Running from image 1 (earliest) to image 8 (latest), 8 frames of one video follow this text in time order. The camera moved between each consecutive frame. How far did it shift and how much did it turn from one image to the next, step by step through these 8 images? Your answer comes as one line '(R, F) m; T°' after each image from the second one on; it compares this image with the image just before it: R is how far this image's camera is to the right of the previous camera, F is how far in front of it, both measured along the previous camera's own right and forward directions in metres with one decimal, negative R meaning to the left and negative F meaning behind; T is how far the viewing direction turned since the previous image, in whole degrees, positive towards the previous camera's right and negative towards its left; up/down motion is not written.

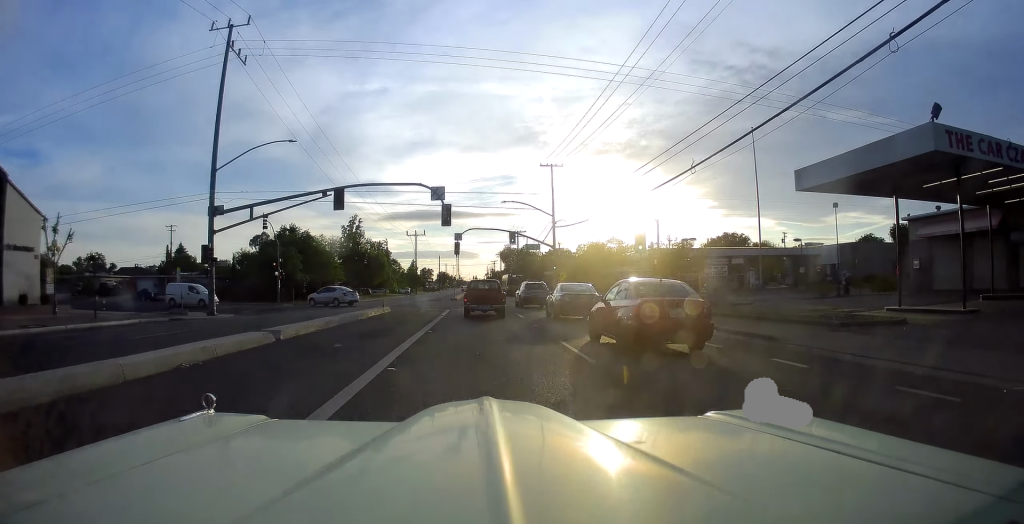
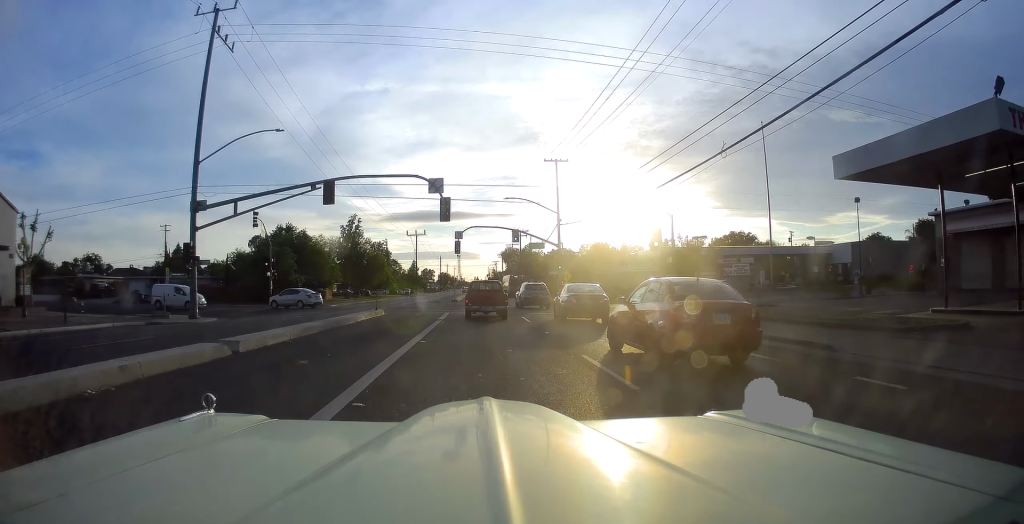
(0.0, +2.8) m; 0°
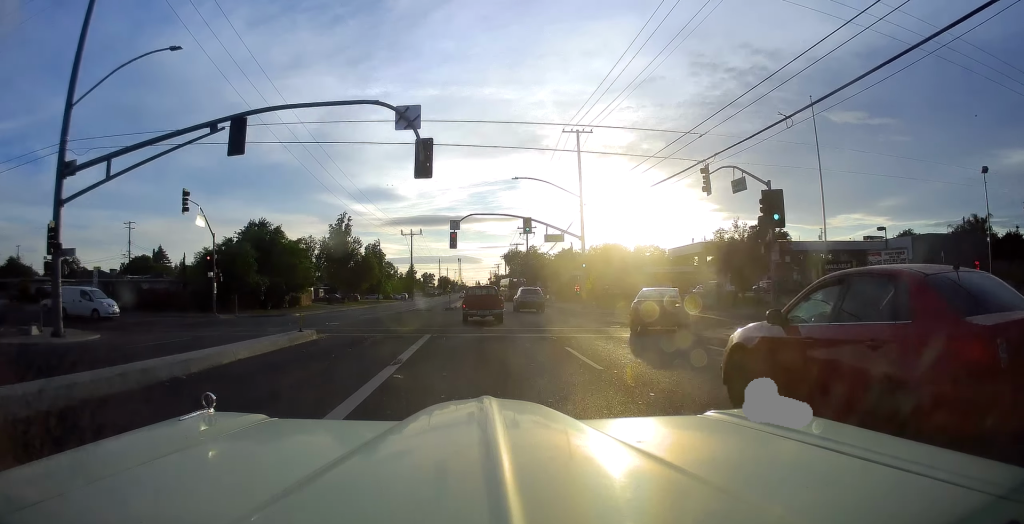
(+0.7, +12.8) m; +3°
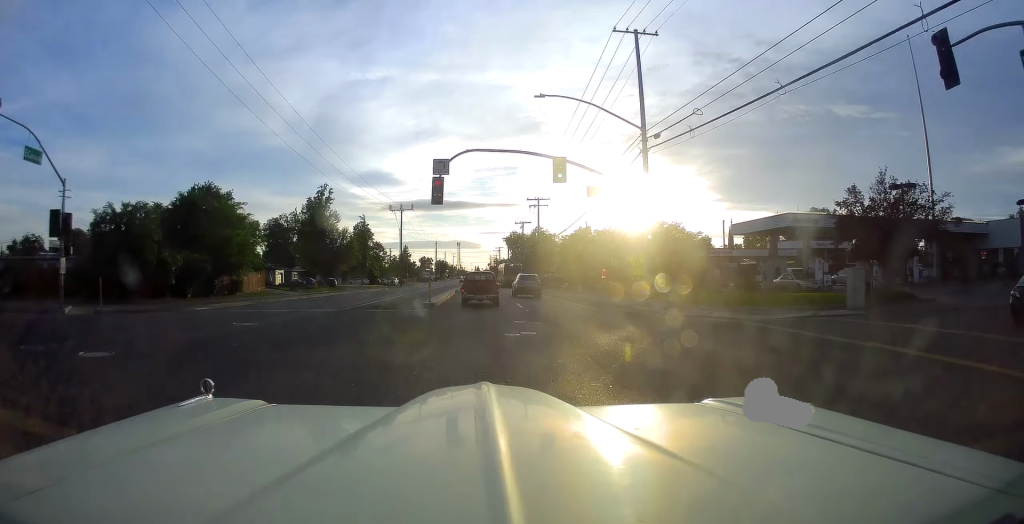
(-0.2, +17.7) m; +2°
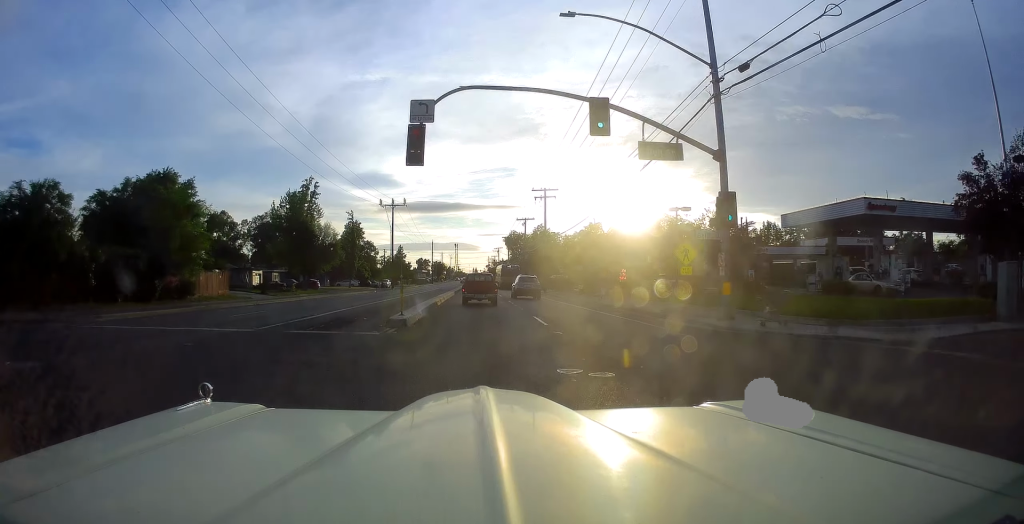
(+0.3, +9.7) m; +1°
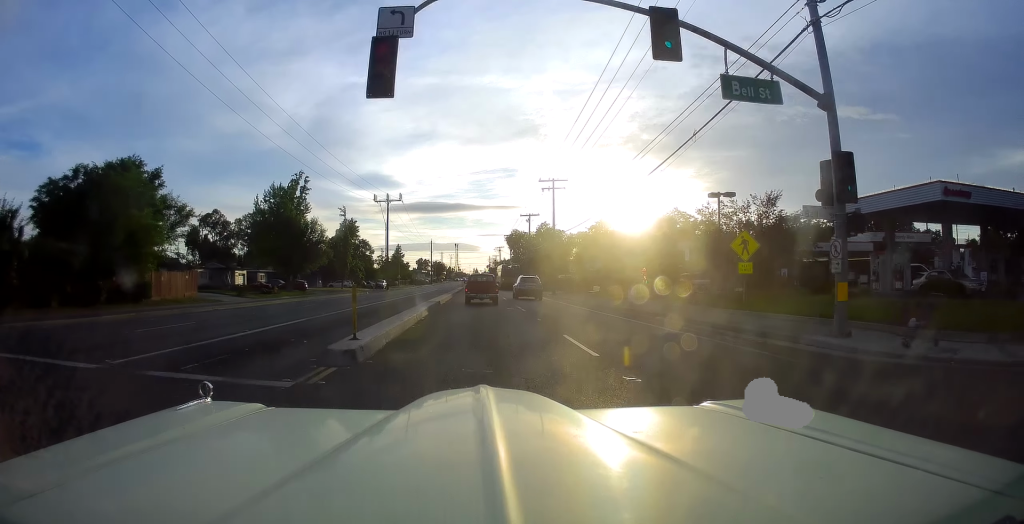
(+0.4, +7.0) m; -1°
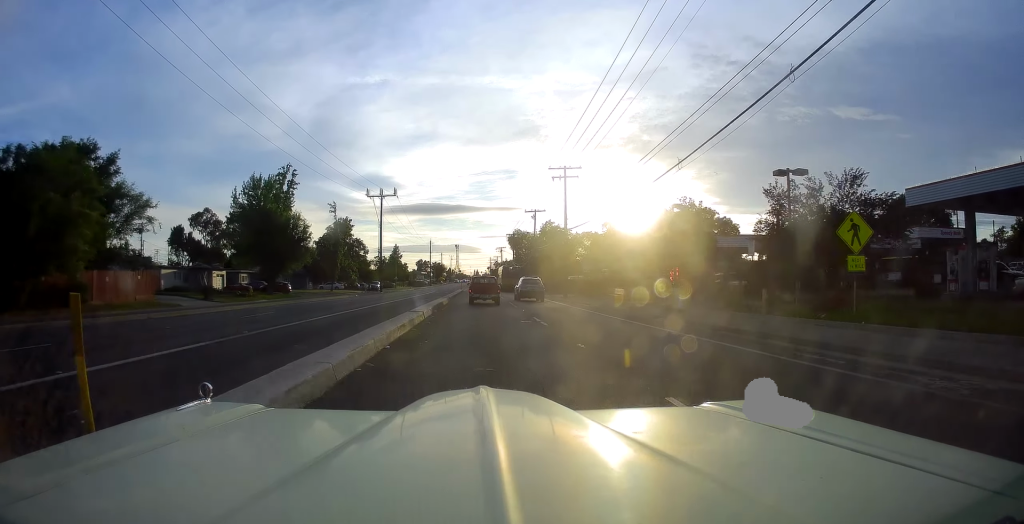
(-0.5, +7.7) m; -3°
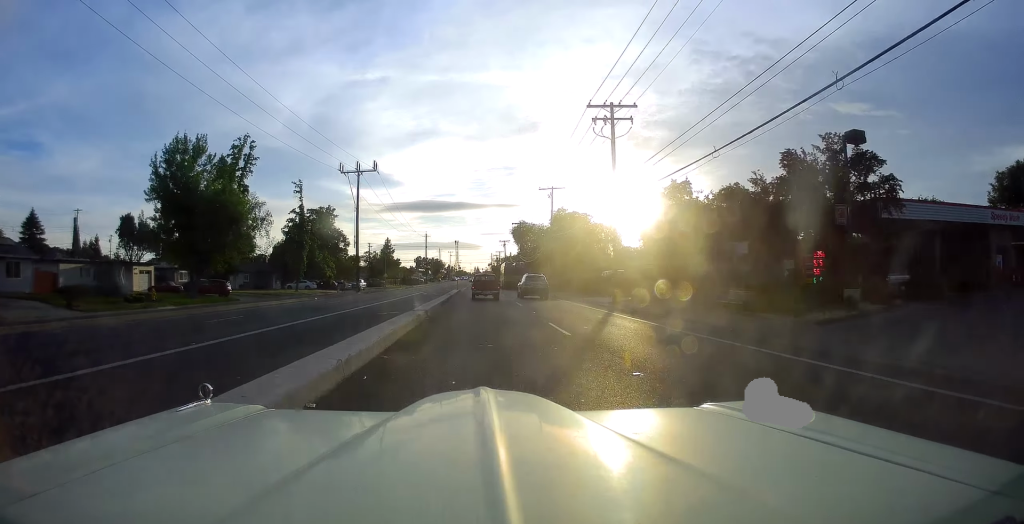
(-0.7, +18.4) m; -2°
